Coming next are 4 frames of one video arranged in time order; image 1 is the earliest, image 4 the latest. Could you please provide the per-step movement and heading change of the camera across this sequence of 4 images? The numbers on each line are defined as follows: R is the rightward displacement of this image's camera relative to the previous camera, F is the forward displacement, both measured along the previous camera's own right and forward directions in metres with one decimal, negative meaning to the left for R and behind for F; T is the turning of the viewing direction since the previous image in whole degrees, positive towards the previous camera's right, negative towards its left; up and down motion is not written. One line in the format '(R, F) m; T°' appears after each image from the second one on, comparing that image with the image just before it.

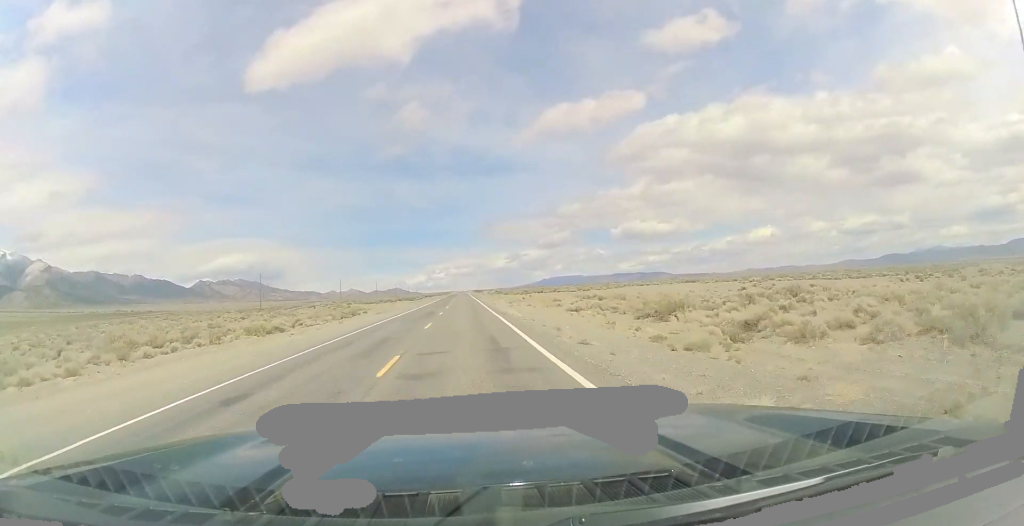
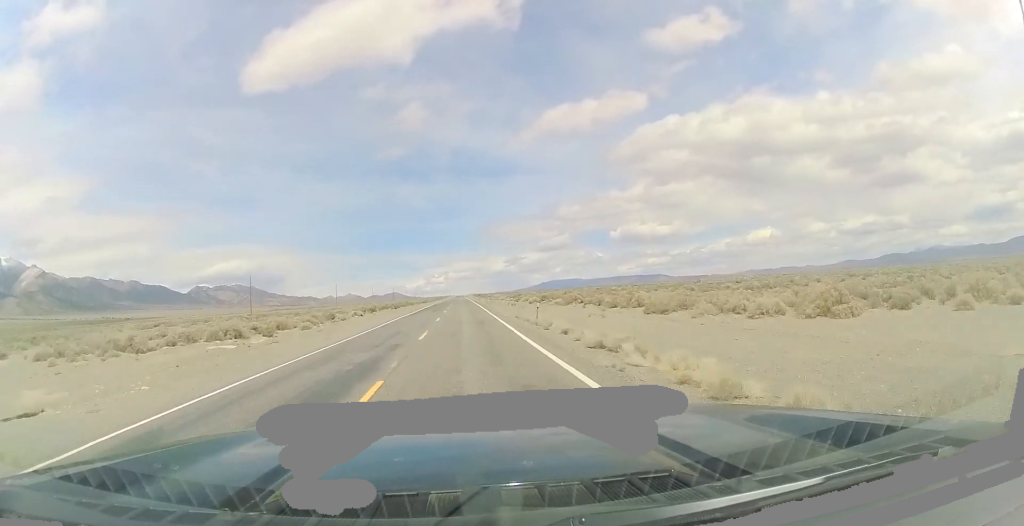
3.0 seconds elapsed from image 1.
(+1.7, +112.3) m; -1°
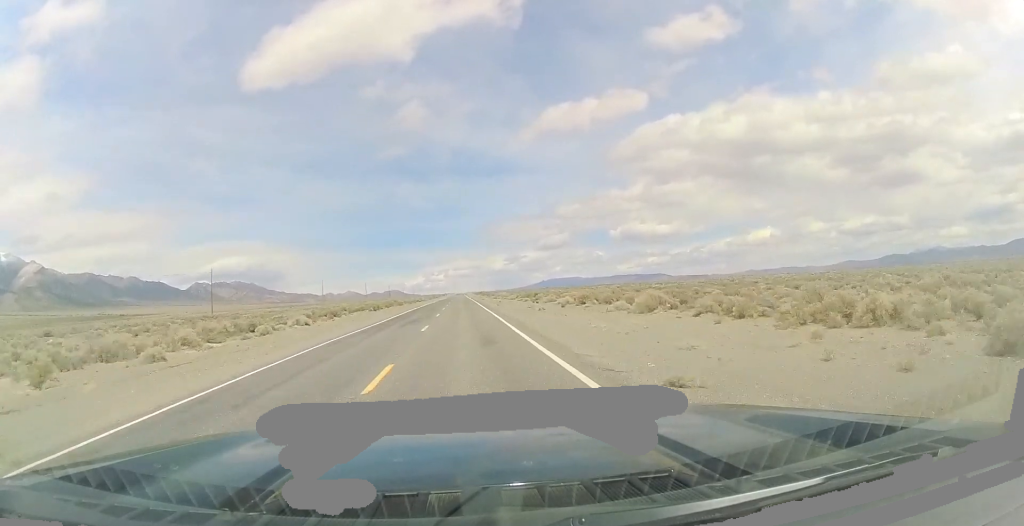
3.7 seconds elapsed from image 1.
(-0.3, +25.0) m; 0°
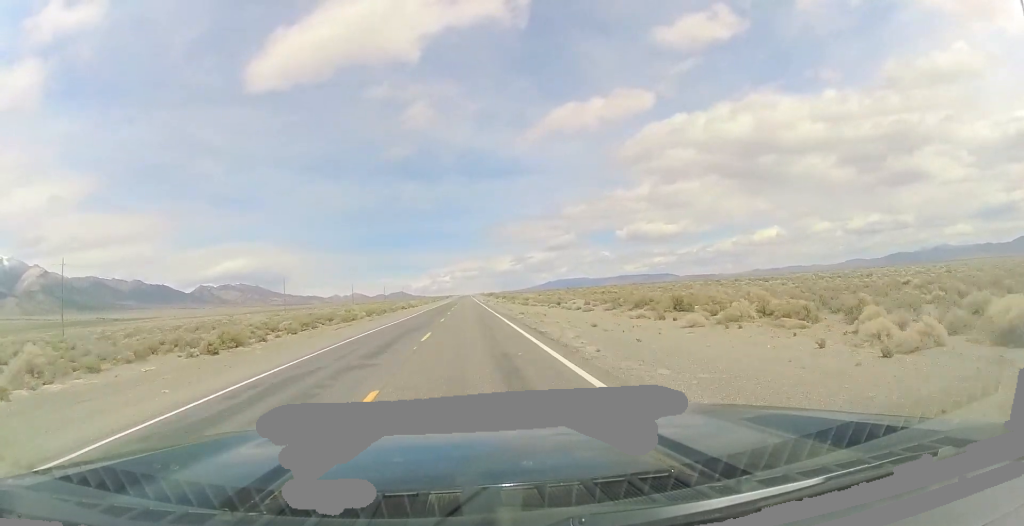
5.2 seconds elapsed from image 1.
(-0.5, +57.4) m; -1°
